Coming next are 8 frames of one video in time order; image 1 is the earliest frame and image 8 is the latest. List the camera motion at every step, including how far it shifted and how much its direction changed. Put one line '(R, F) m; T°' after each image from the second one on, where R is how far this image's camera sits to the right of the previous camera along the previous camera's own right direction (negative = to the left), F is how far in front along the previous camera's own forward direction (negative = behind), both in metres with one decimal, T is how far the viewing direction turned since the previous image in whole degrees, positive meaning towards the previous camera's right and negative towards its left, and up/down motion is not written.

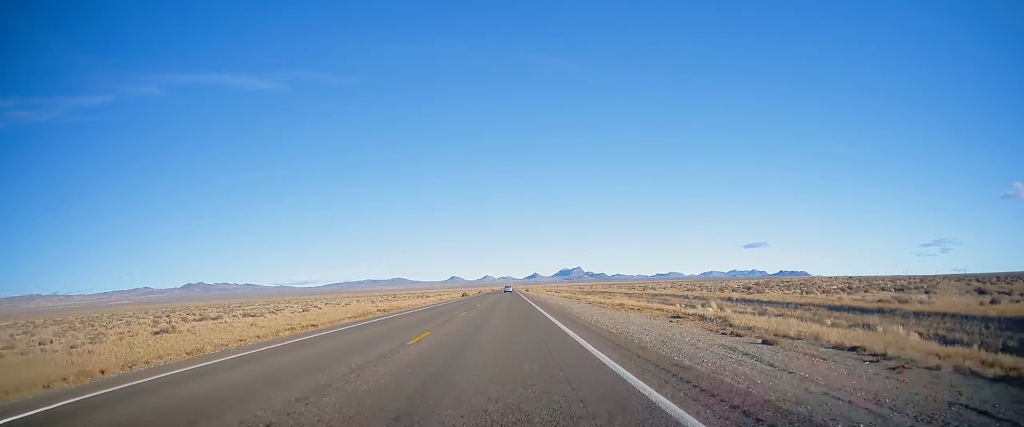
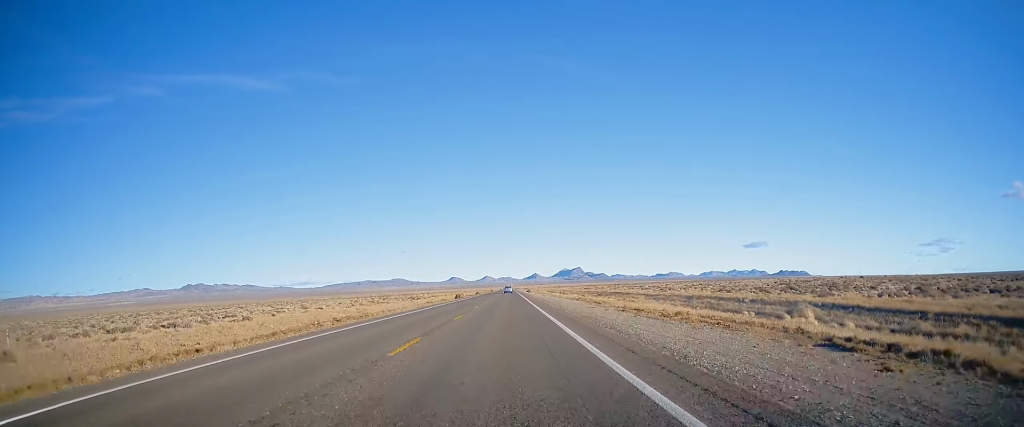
(-0.1, +14.2) m; 0°
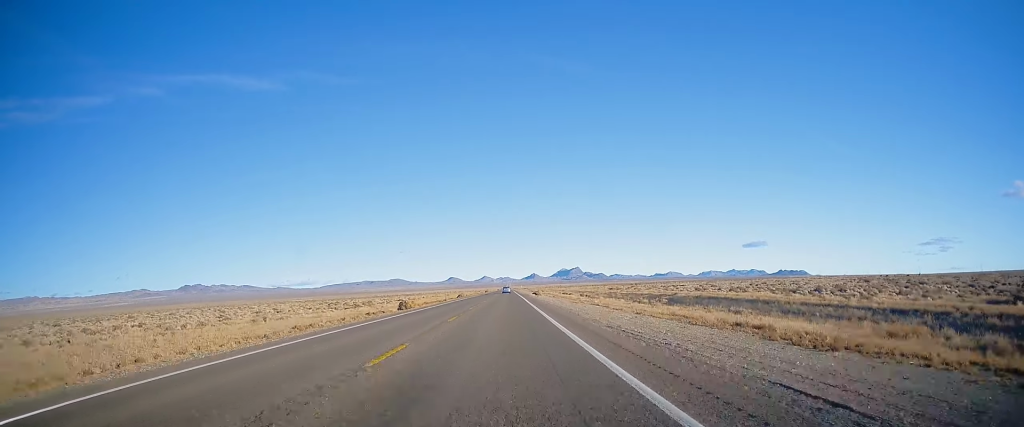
(+0.1, +50.3) m; +1°
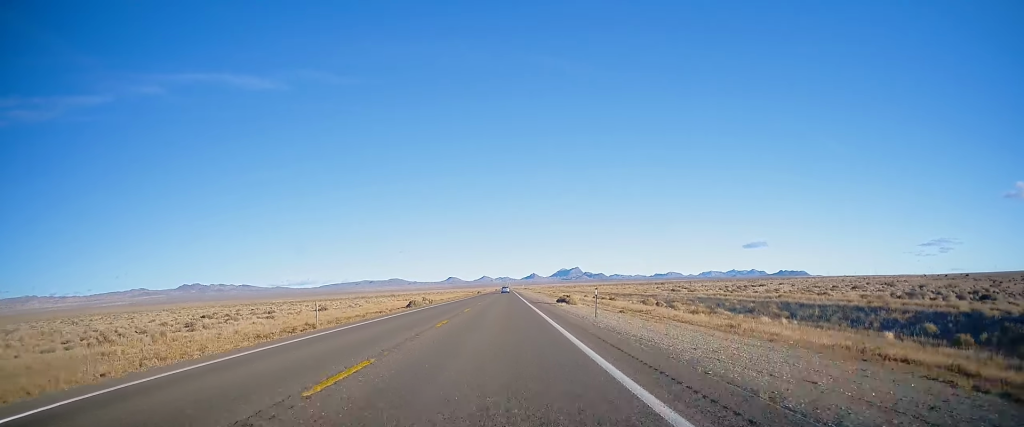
(+0.6, +51.4) m; +1°
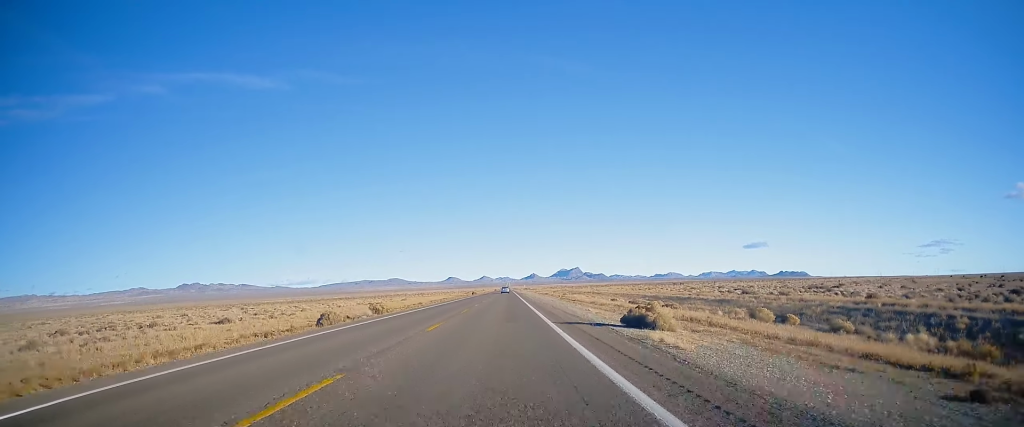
(0.0, +26.3) m; 0°
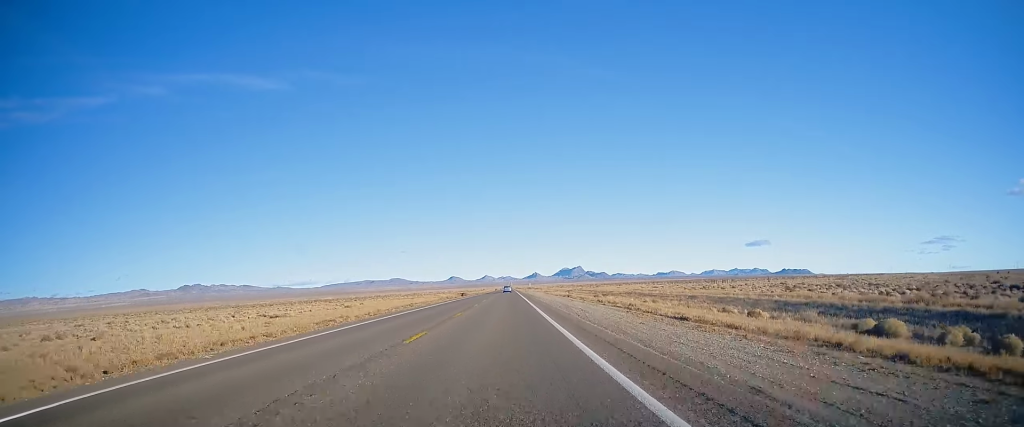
(-0.4, +40.7) m; -1°
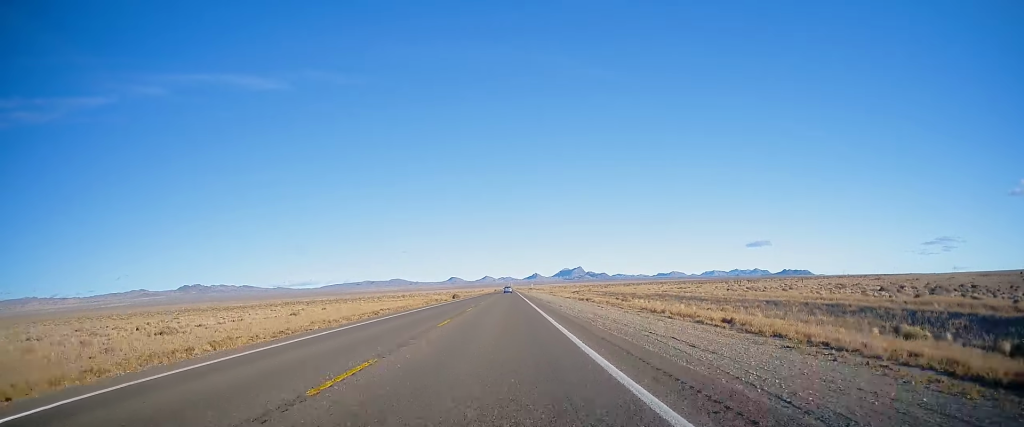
(0.0, +18.7) m; 0°
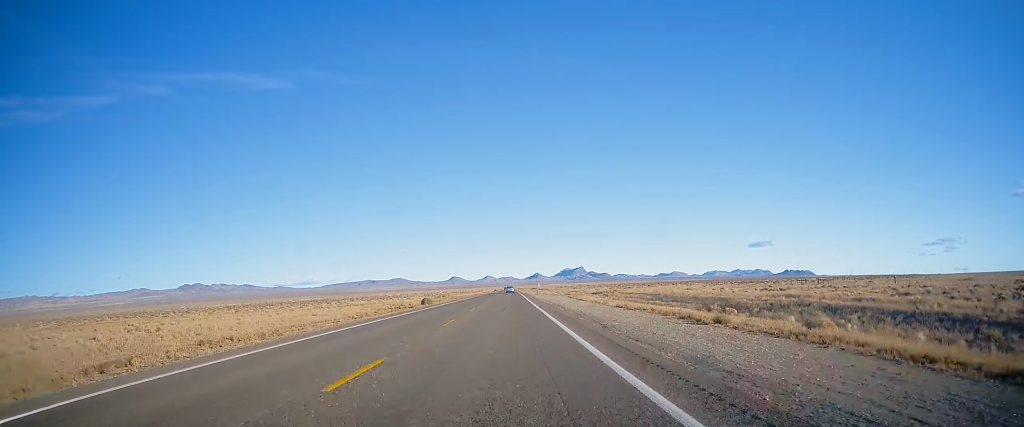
(-0.1, +36.1) m; 0°
